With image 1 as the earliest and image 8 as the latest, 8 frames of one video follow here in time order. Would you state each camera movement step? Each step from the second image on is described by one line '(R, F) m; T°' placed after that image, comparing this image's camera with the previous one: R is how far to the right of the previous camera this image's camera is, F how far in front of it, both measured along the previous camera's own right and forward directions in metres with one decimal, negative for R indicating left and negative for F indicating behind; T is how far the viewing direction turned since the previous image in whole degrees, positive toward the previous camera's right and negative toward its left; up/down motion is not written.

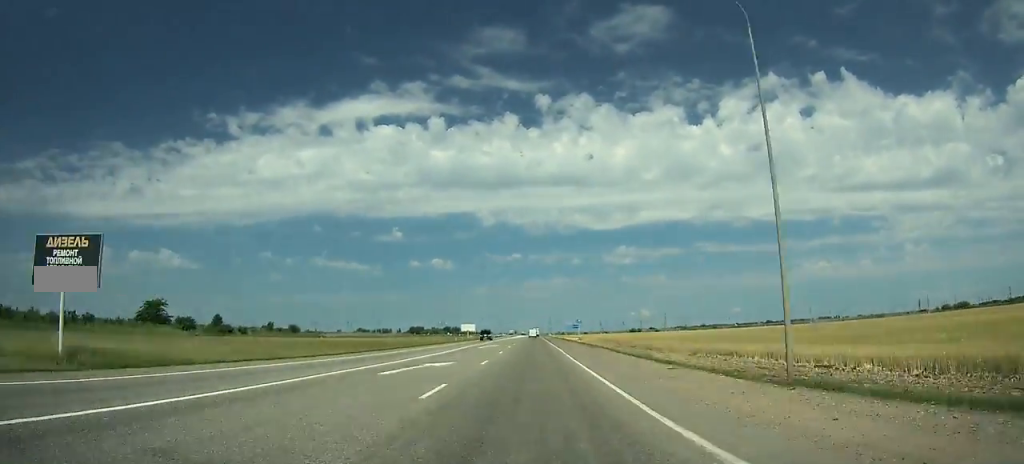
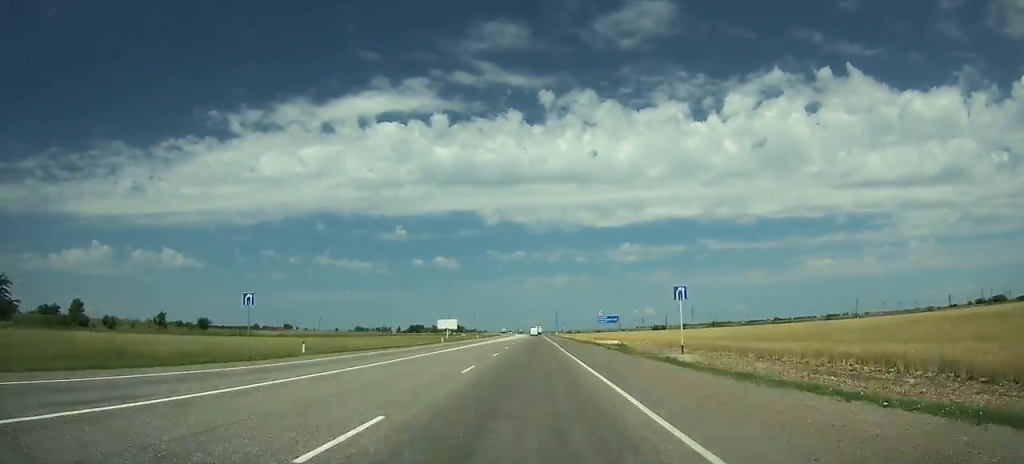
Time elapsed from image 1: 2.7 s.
(+0.1, +65.3) m; 0°
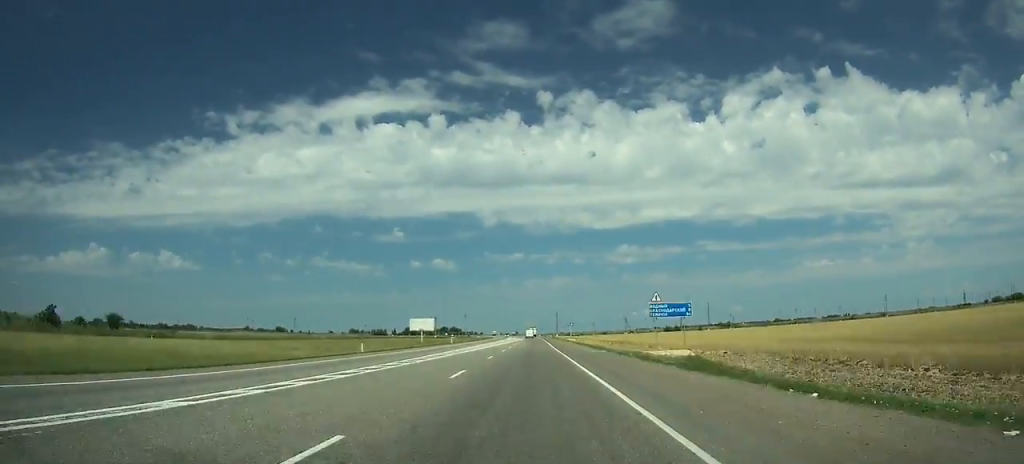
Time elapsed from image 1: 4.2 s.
(0.0, +36.8) m; 0°
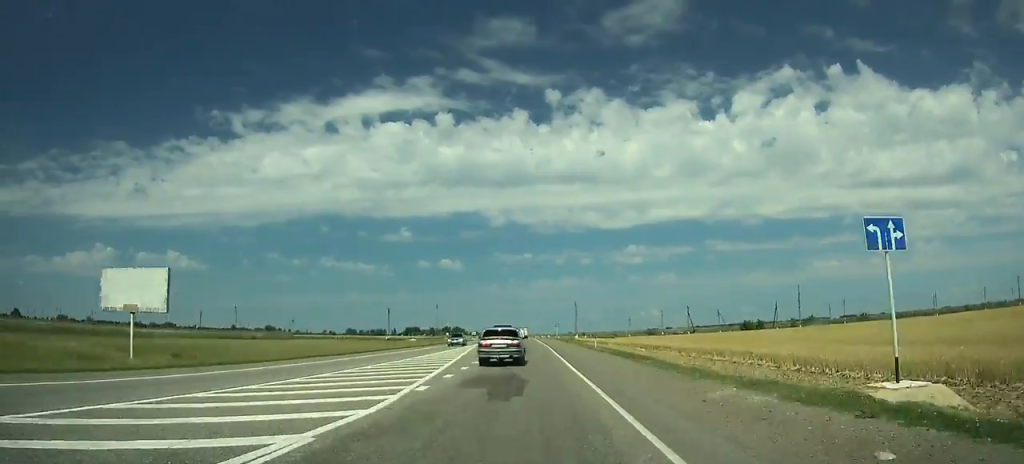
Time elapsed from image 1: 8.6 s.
(-0.3, +109.4) m; -1°
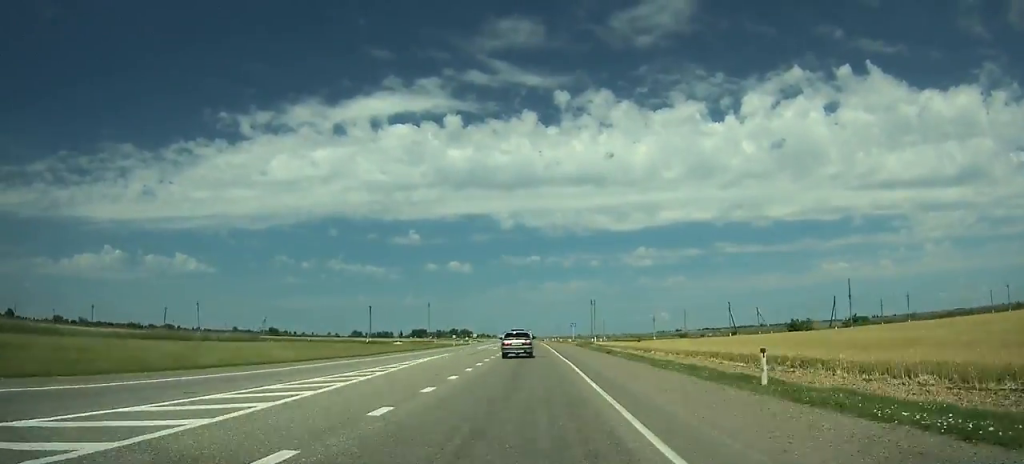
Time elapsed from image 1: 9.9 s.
(-0.1, +32.7) m; 0°
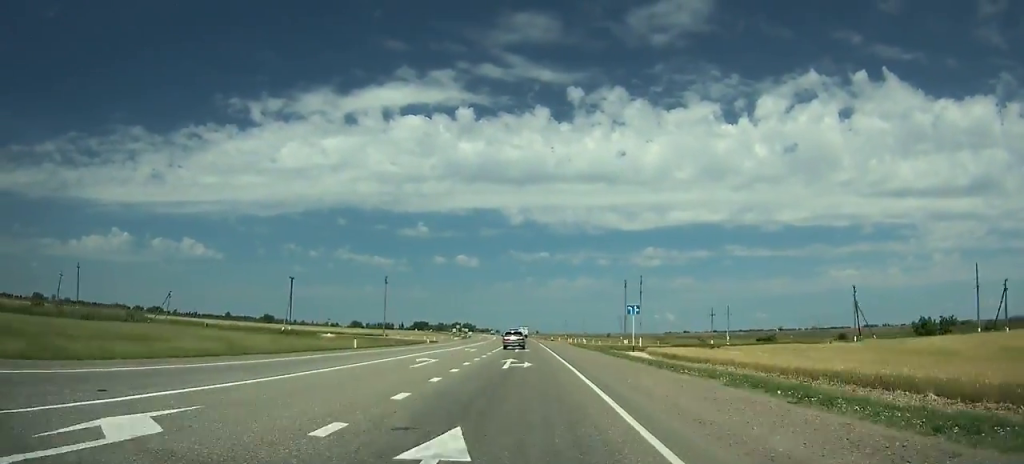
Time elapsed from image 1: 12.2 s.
(-0.3, +58.1) m; -1°
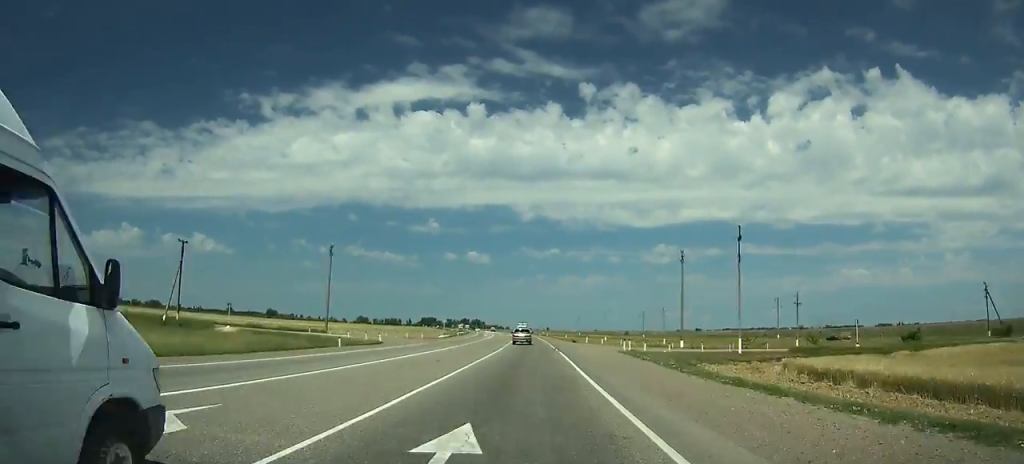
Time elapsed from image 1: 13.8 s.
(-0.4, +40.4) m; -1°
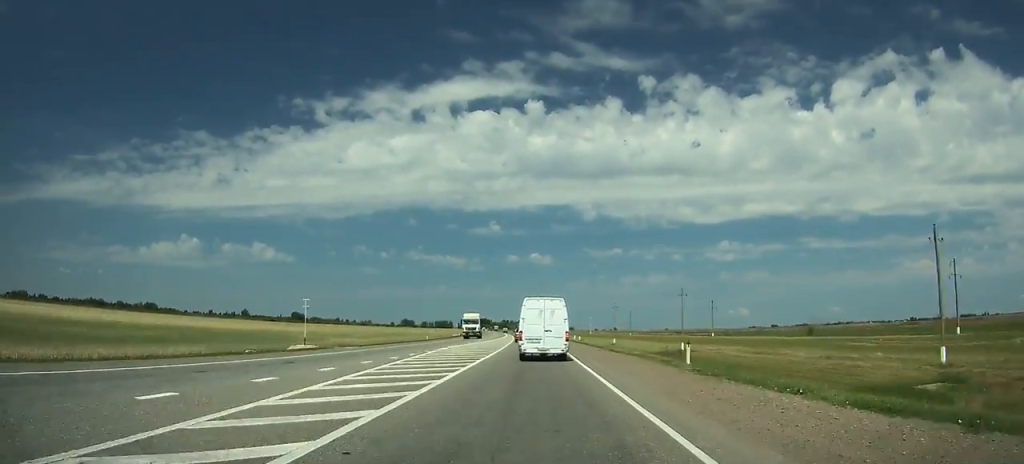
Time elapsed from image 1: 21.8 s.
(-10.3, +196.6) m; -6°
